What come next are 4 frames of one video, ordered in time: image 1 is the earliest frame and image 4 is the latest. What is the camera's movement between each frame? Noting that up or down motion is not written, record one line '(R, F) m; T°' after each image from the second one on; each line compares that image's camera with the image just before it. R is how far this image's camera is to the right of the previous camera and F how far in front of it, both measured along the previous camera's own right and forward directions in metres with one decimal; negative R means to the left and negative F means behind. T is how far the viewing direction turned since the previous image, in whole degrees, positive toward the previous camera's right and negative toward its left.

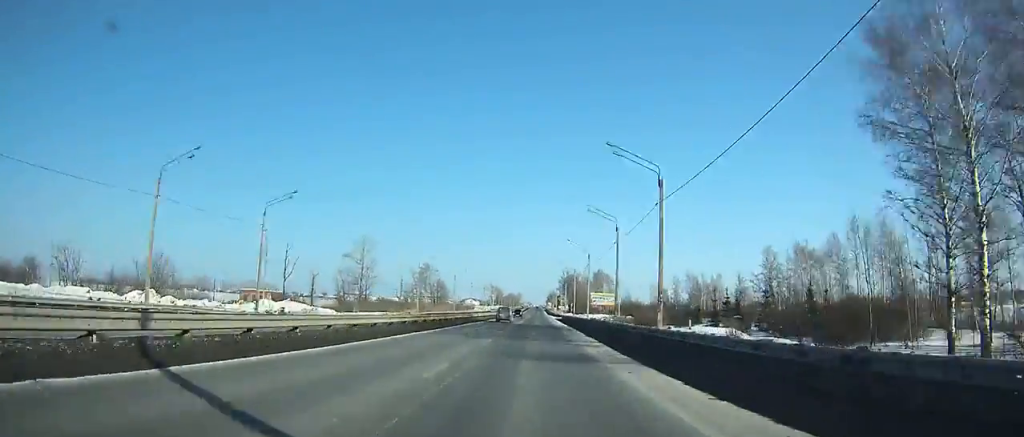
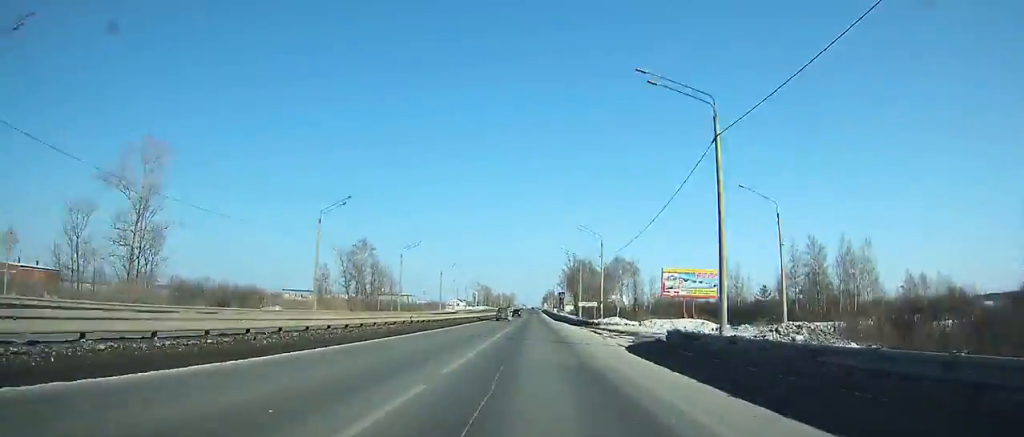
(+0.4, +91.0) m; 0°
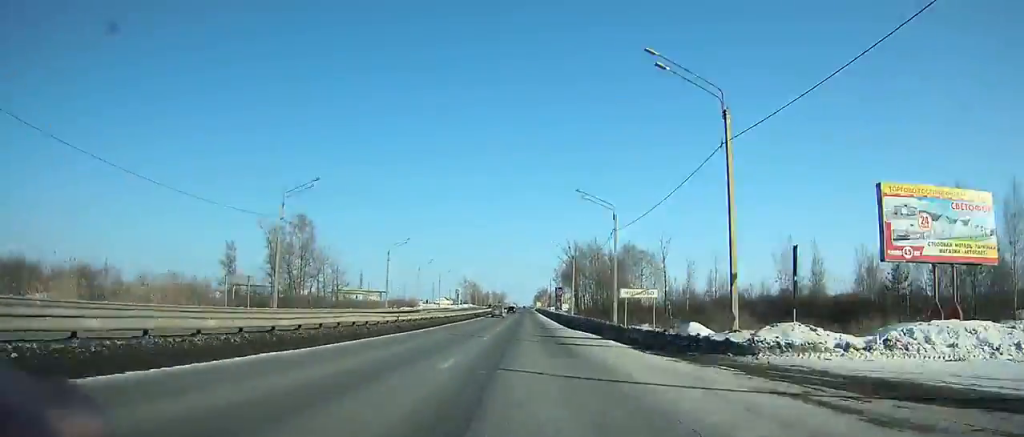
(+0.1, +42.1) m; 0°
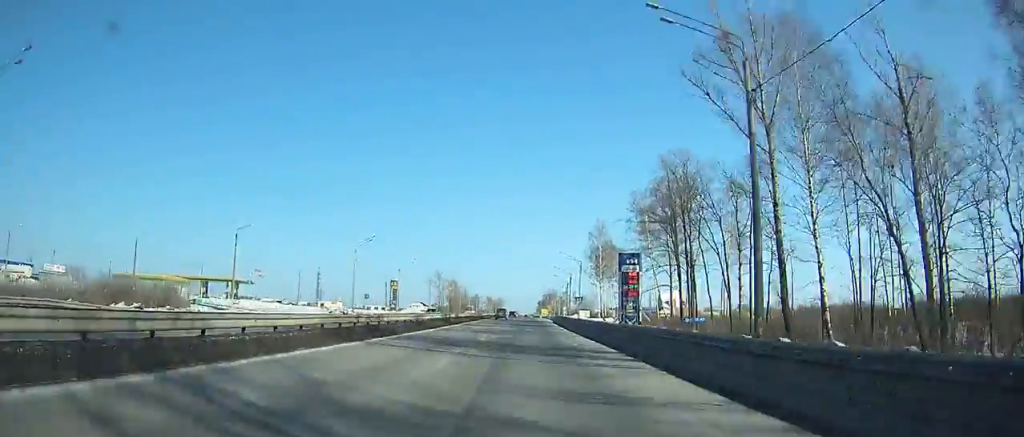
(+0.2, +143.0) m; 0°
